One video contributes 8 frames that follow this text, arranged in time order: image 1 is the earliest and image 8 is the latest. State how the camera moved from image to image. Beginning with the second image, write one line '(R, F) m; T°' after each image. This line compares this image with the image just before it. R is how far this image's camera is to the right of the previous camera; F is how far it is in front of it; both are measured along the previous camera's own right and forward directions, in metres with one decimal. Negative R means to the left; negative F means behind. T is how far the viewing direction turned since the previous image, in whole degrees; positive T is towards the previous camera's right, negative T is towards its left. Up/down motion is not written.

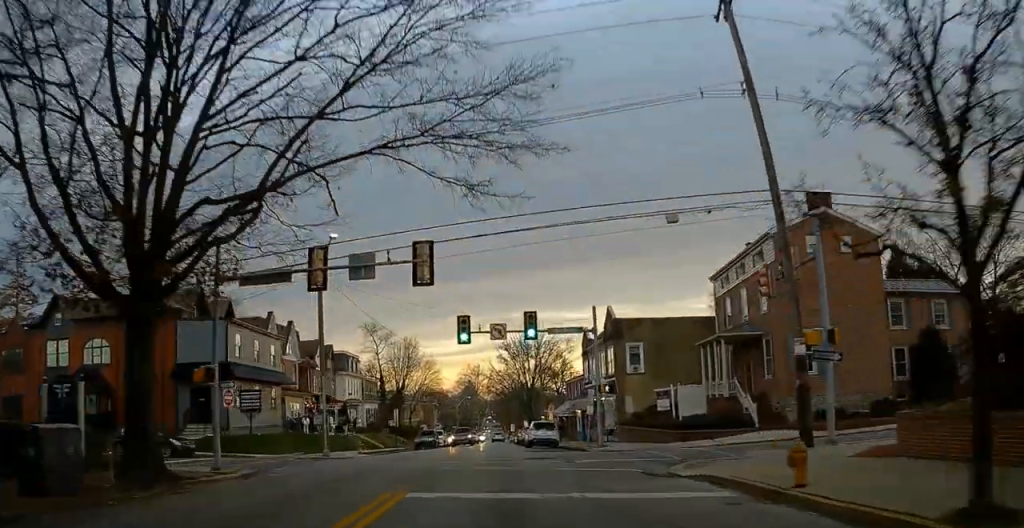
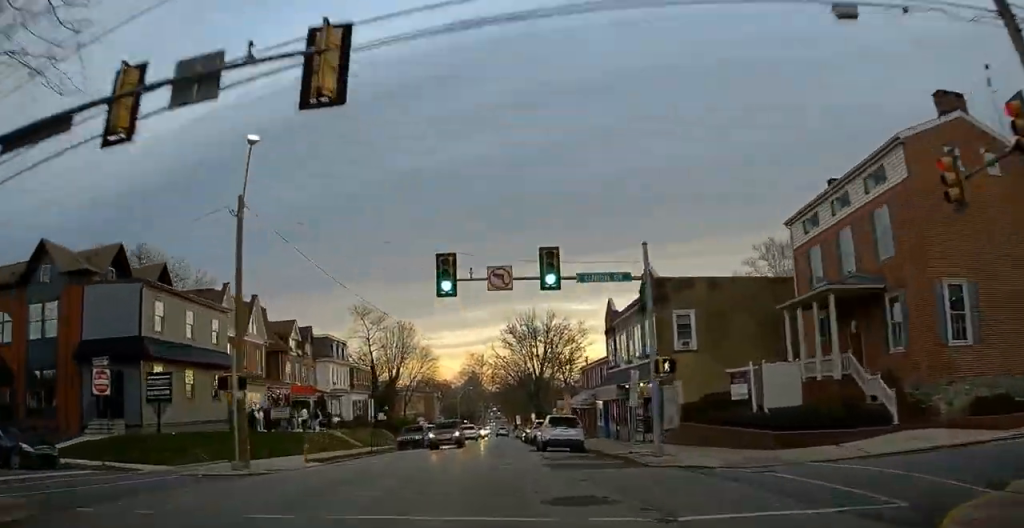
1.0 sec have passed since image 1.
(+0.2, +11.0) m; 0°
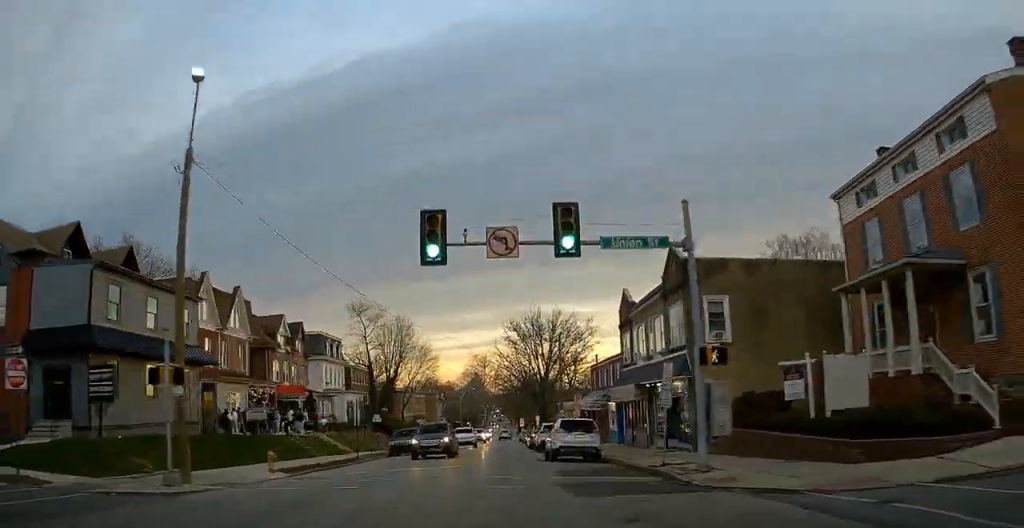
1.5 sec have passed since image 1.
(+0.1, +4.6) m; 0°
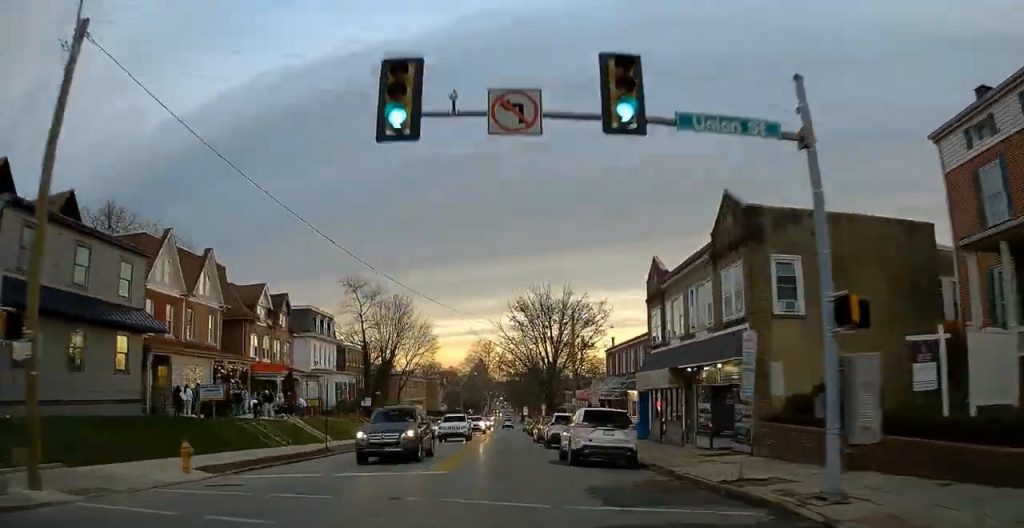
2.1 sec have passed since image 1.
(-0.2, +6.6) m; -1°
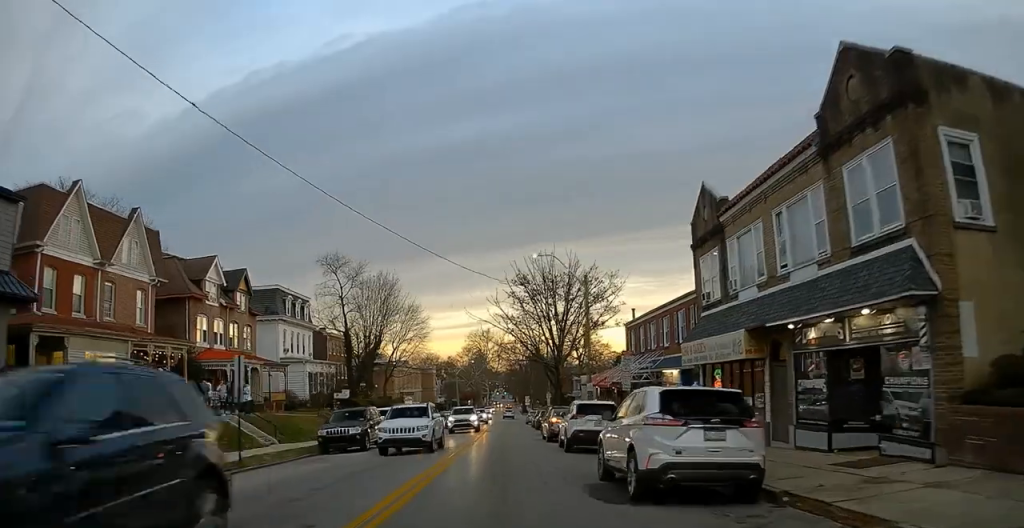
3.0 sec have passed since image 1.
(0.0, +9.5) m; -1°
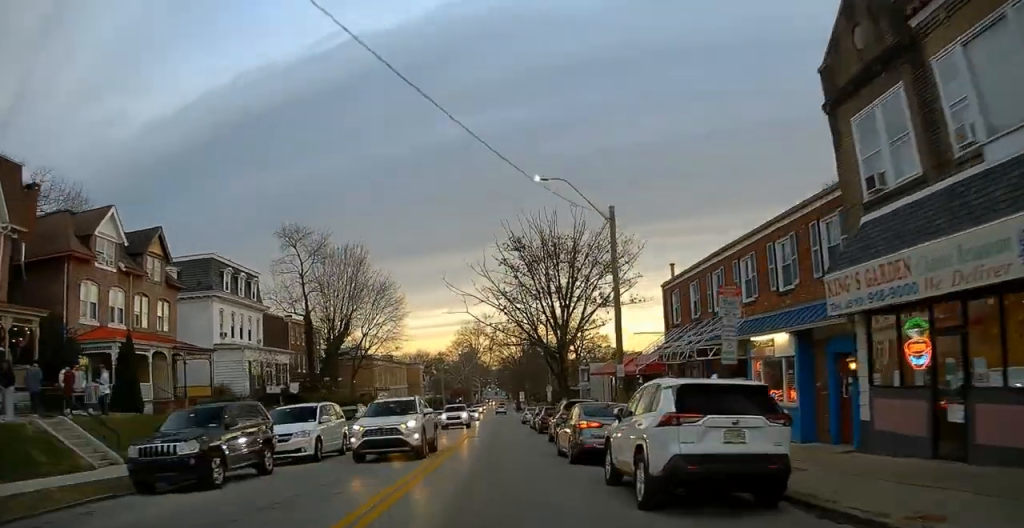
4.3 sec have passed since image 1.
(-0.2, +12.9) m; 0°
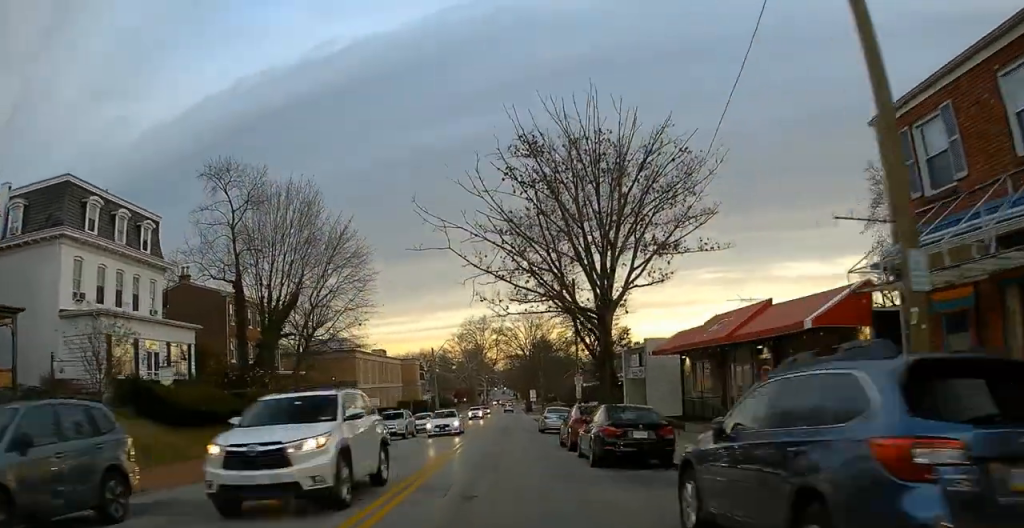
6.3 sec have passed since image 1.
(+0.2, +19.7) m; 0°
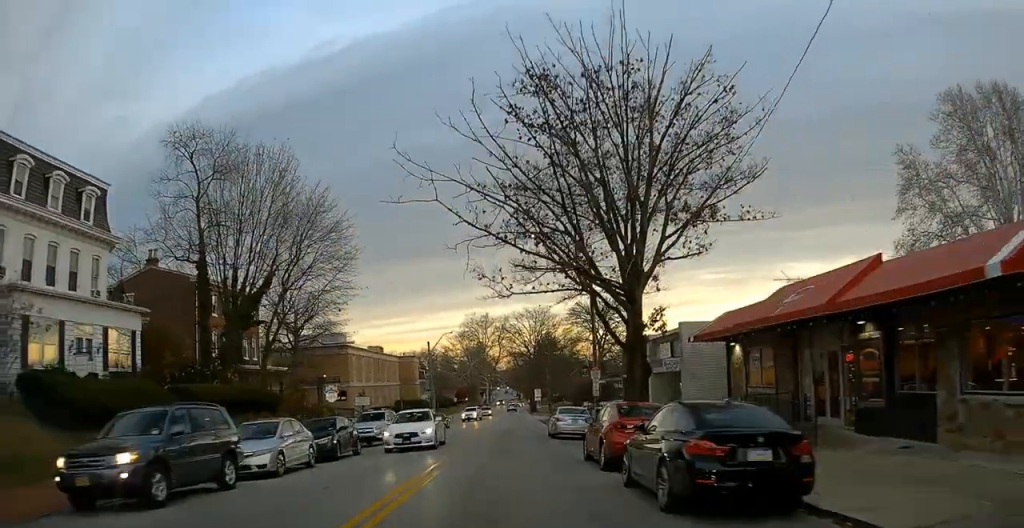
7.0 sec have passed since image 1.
(0.0, +6.5) m; -1°
